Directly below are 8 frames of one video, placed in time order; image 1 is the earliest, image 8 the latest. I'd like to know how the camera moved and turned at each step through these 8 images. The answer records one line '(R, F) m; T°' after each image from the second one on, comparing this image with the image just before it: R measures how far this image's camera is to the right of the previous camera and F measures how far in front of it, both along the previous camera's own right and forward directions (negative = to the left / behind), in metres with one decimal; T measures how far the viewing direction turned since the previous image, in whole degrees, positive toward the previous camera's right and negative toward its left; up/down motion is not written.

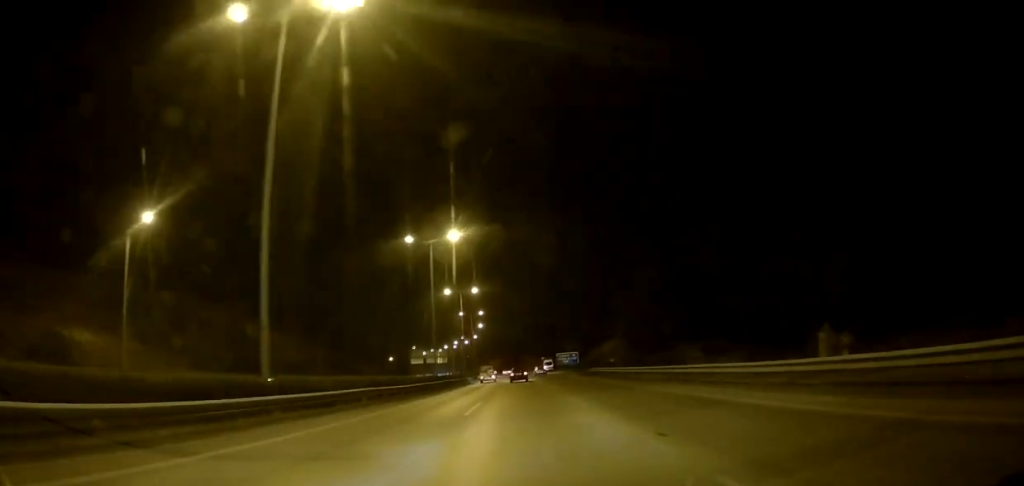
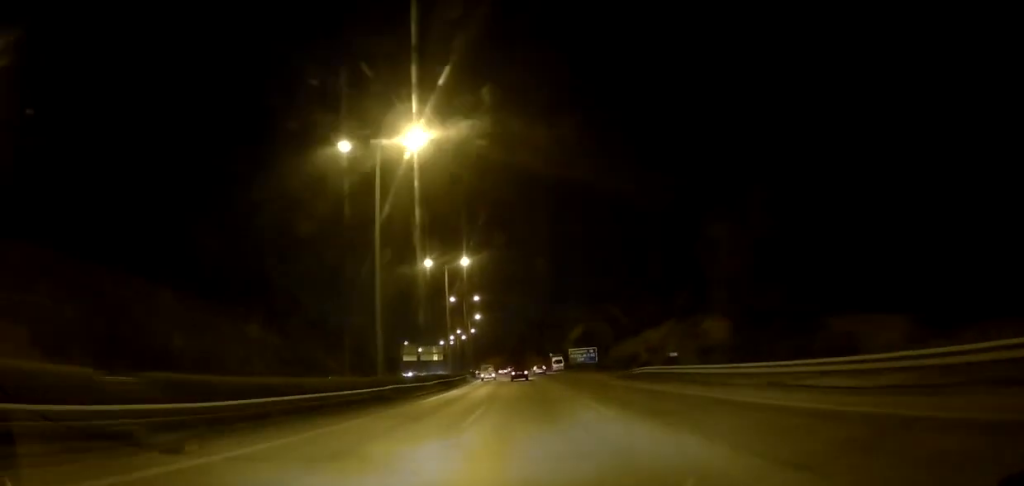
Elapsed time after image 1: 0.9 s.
(-0.2, +22.1) m; -1°
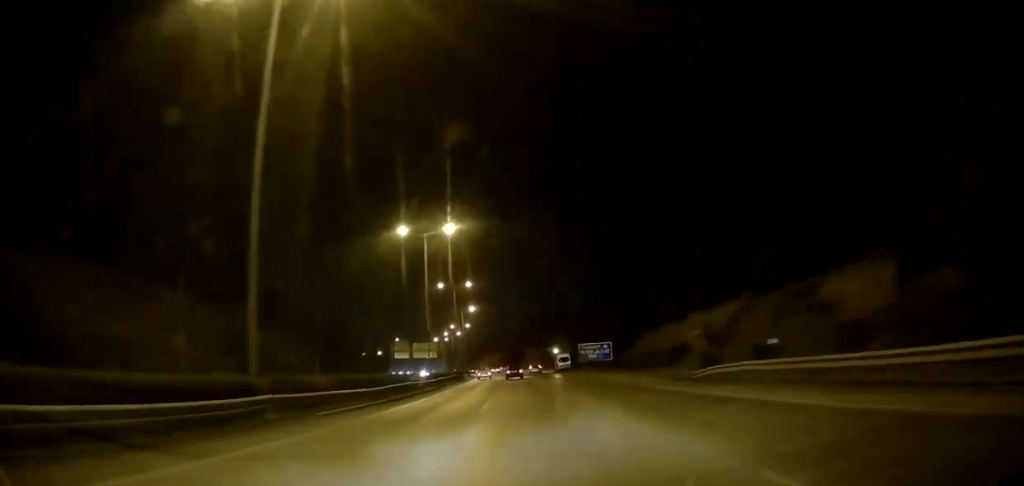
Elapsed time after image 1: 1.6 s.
(-0.1, +14.6) m; 0°
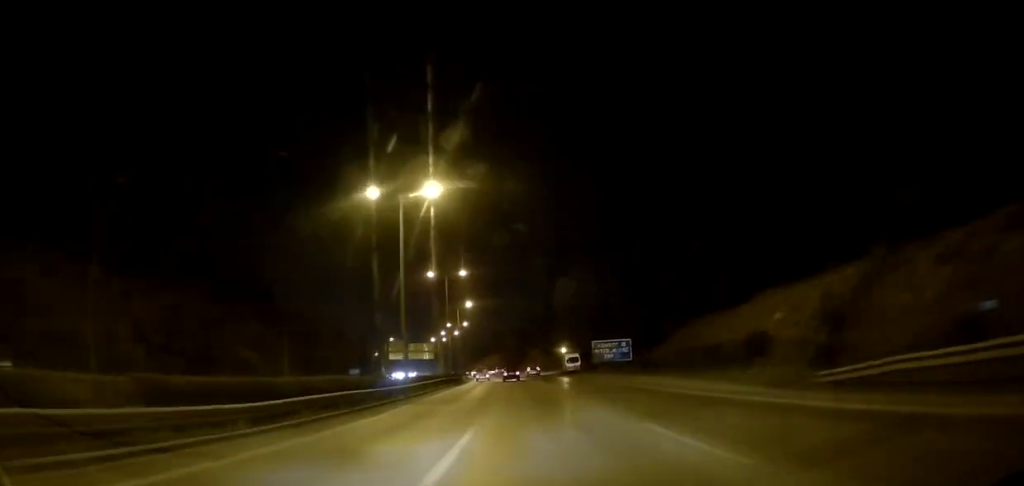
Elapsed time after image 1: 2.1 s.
(0.0, +11.5) m; 0°
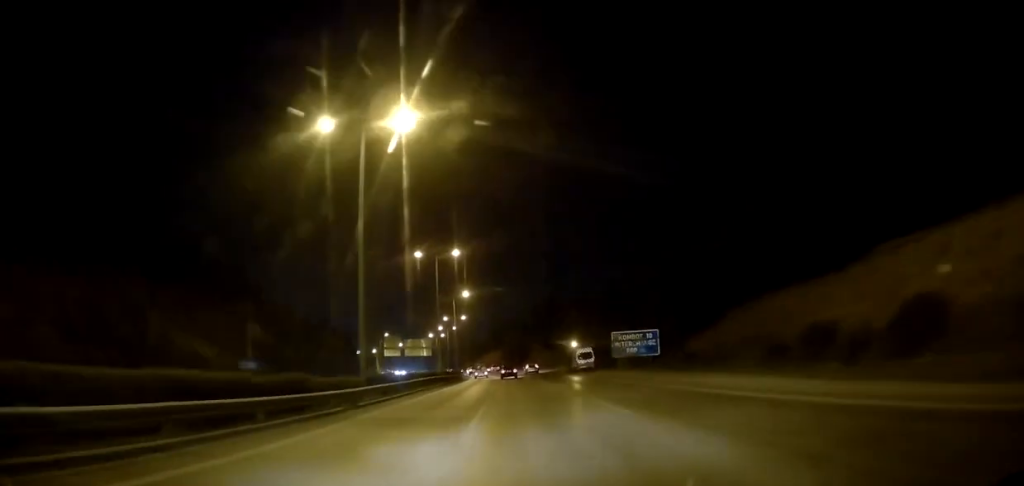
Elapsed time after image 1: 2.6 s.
(0.0, +11.1) m; 0°
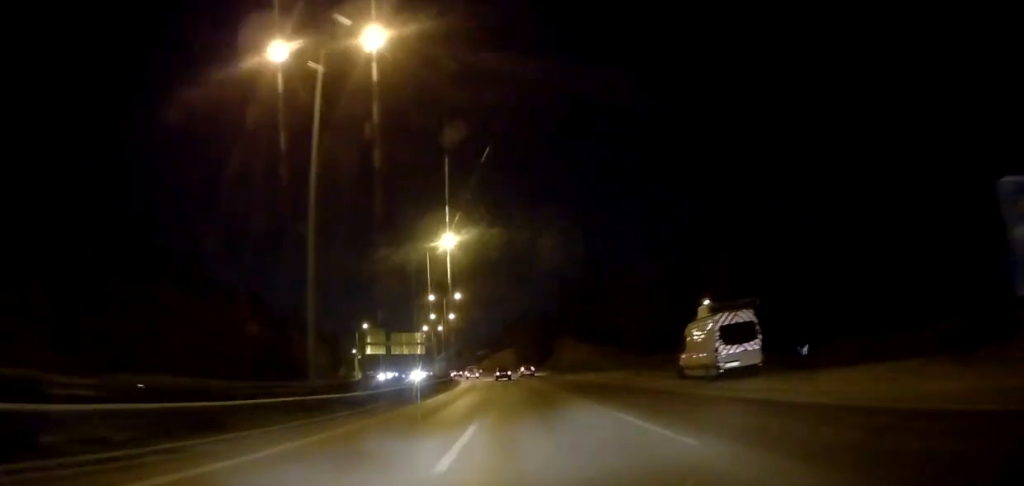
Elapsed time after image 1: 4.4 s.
(-0.4, +41.8) m; -2°
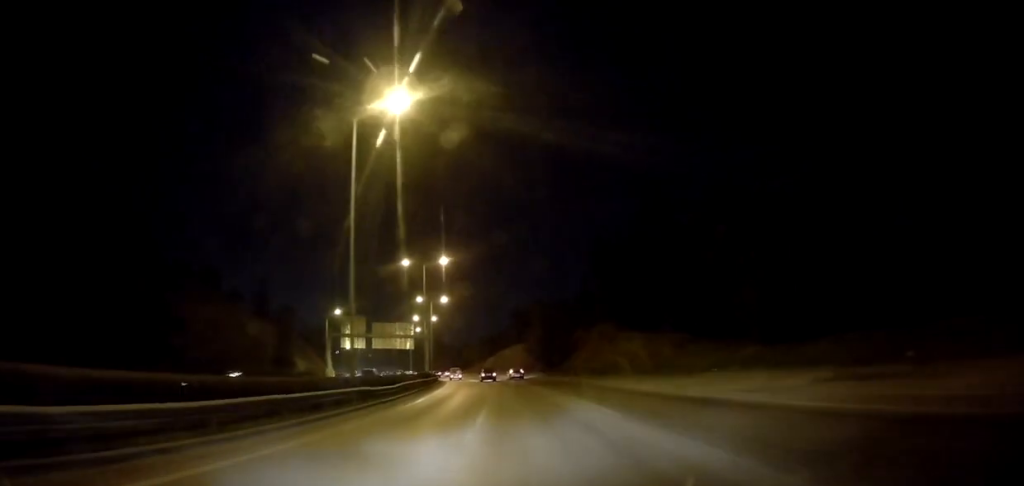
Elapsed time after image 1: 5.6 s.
(-0.6, +30.1) m; -1°
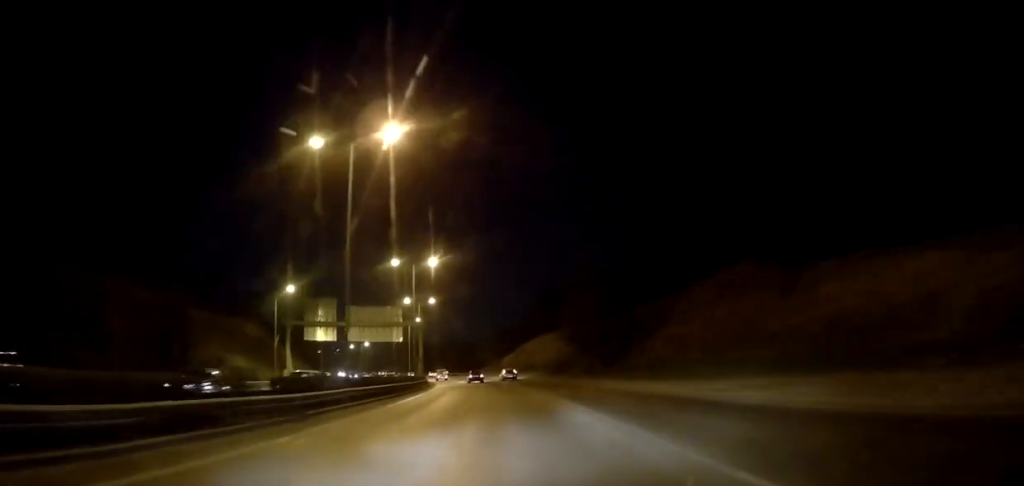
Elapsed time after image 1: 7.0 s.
(-0.3, +34.1) m; -2°
